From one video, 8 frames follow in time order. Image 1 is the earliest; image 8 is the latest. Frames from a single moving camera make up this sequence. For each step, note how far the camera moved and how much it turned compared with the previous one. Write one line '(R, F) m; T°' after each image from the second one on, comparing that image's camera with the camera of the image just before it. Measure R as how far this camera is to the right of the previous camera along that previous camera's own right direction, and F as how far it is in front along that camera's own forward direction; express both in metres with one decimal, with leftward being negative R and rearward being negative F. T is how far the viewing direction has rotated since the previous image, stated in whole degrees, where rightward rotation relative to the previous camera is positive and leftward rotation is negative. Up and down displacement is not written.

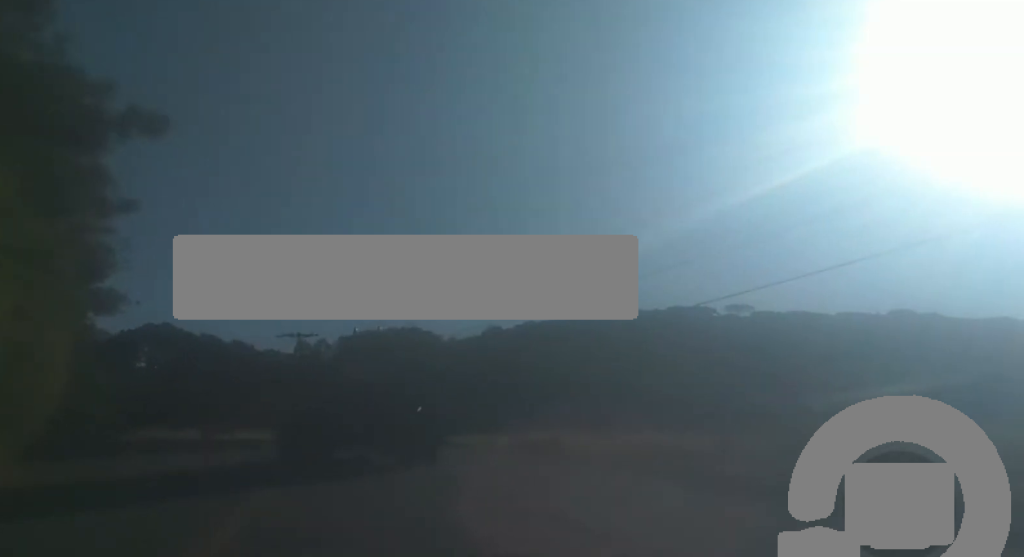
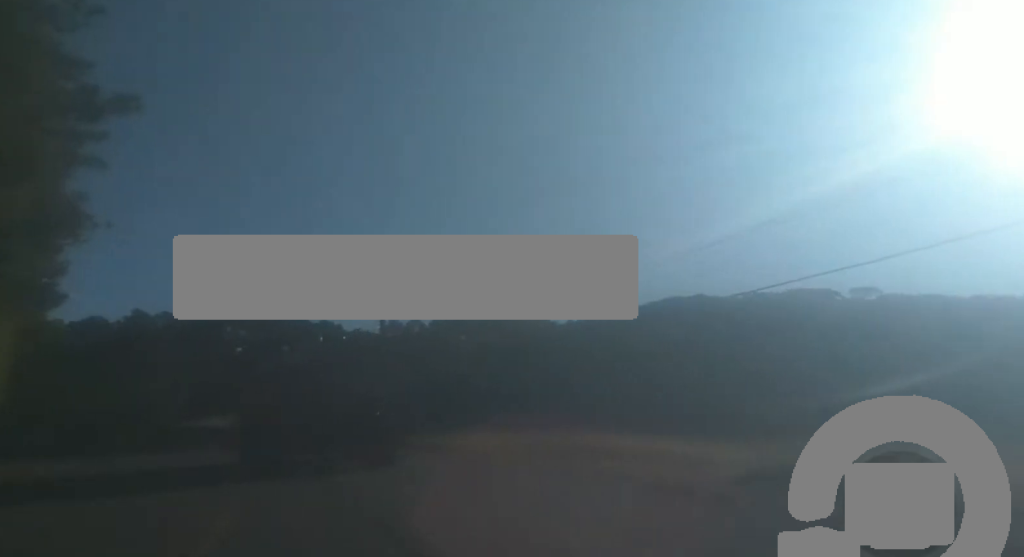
(-0.7, +13.5) m; -9°
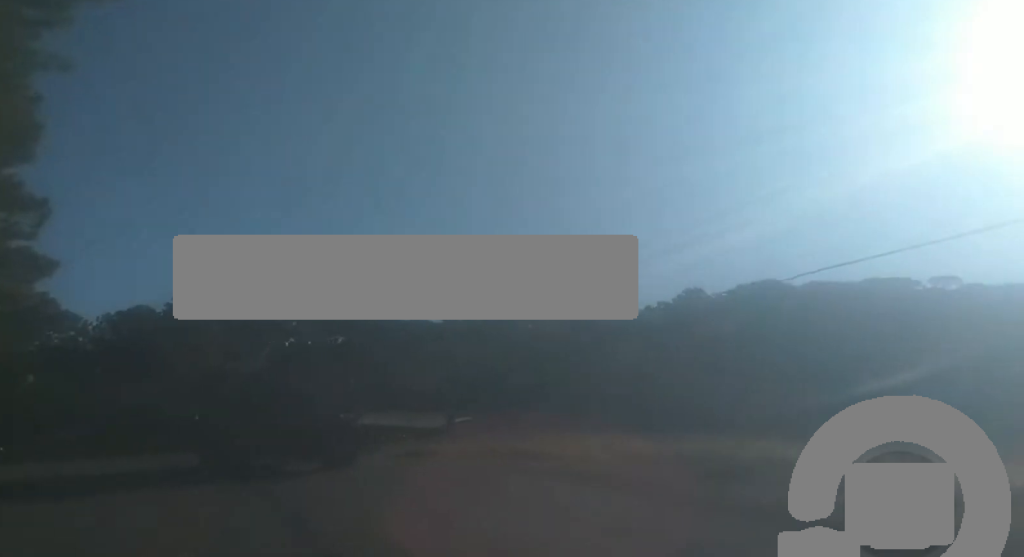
(-0.5, +8.4) m; -6°
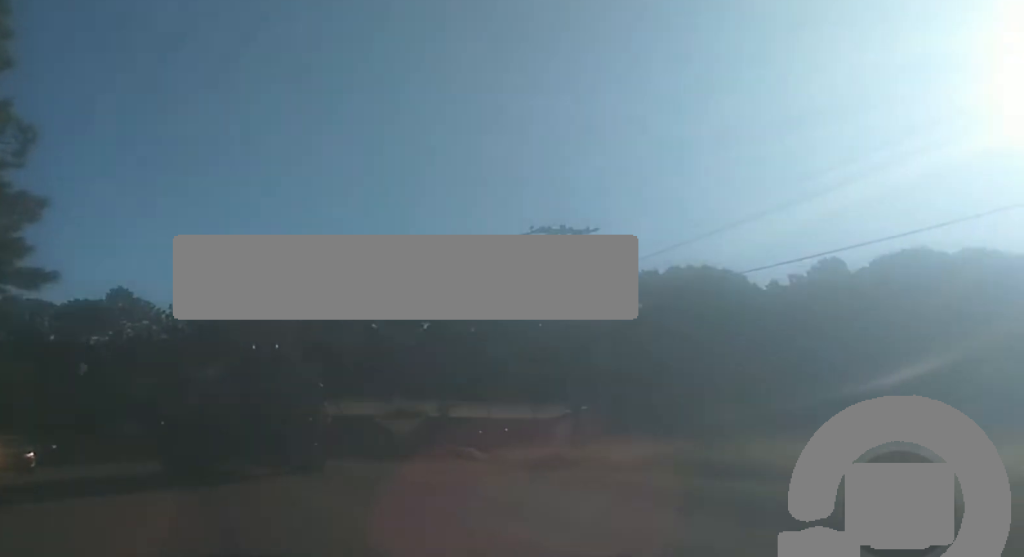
(-0.4, +9.9) m; -5°
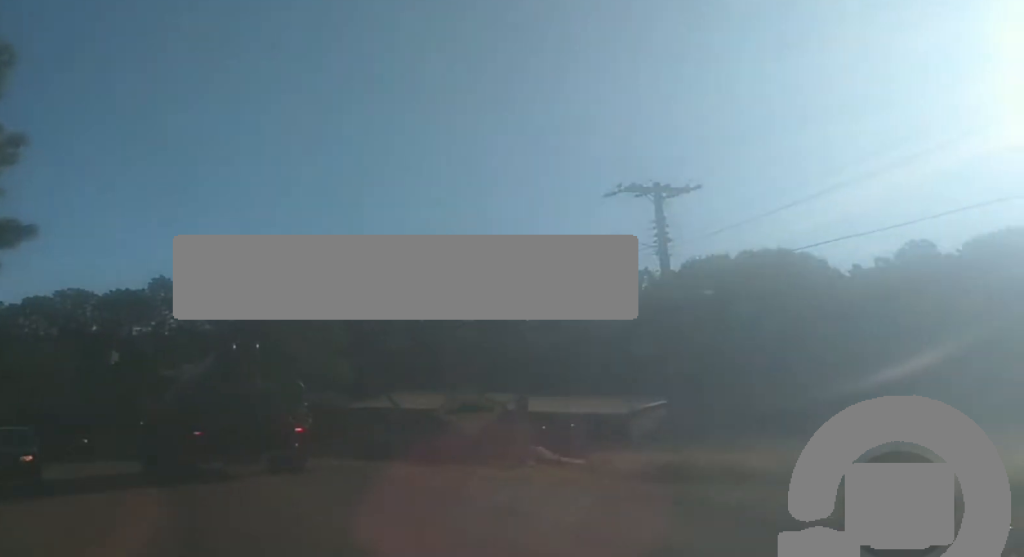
(-0.2, +5.5) m; -2°
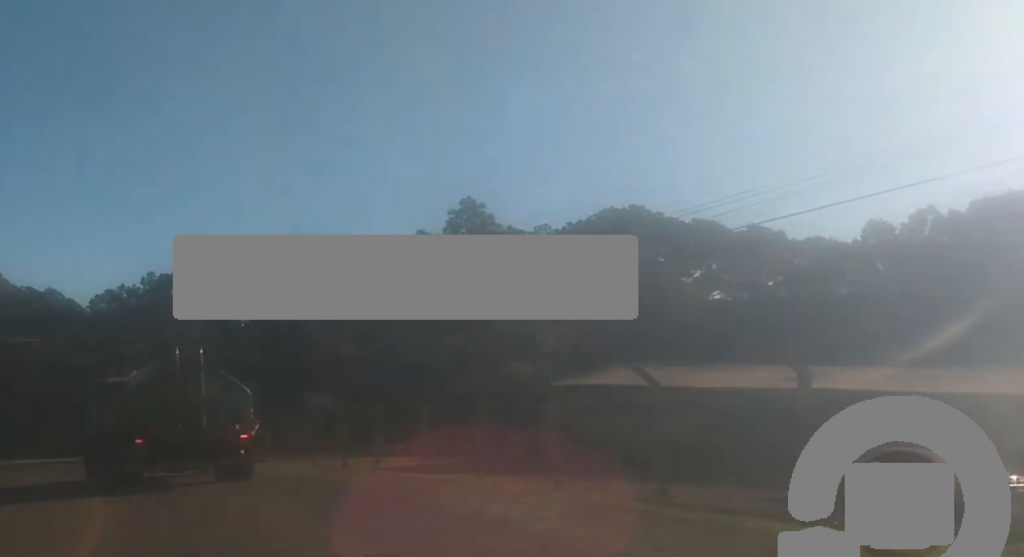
(-1.1, +17.1) m; -6°
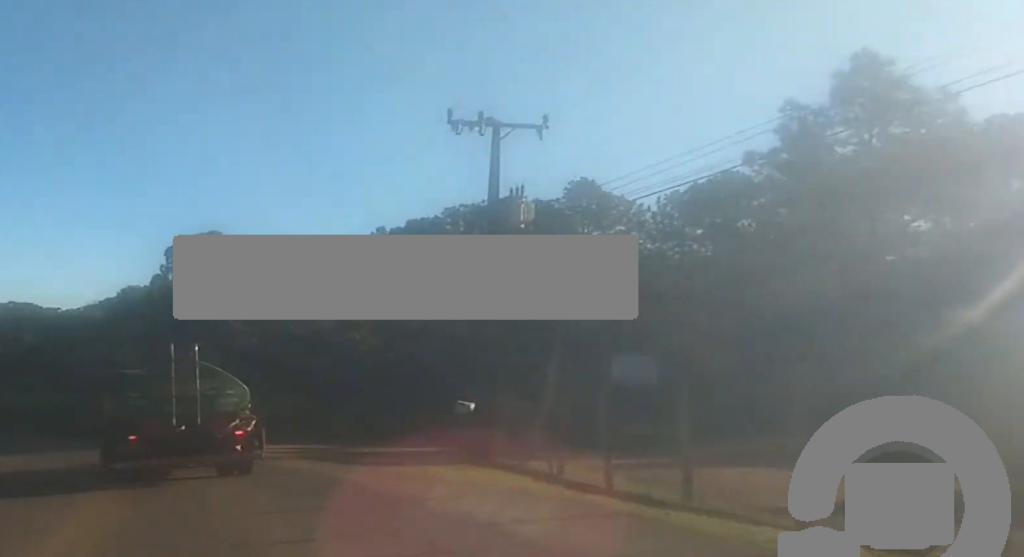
(-2.0, +20.8) m; -15°
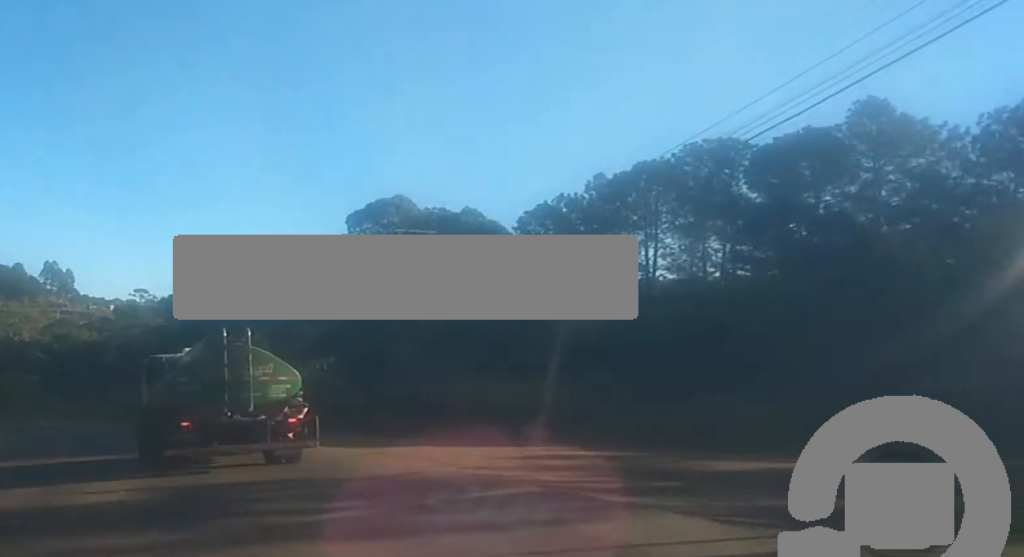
(-2.1, +16.9) m; -10°
